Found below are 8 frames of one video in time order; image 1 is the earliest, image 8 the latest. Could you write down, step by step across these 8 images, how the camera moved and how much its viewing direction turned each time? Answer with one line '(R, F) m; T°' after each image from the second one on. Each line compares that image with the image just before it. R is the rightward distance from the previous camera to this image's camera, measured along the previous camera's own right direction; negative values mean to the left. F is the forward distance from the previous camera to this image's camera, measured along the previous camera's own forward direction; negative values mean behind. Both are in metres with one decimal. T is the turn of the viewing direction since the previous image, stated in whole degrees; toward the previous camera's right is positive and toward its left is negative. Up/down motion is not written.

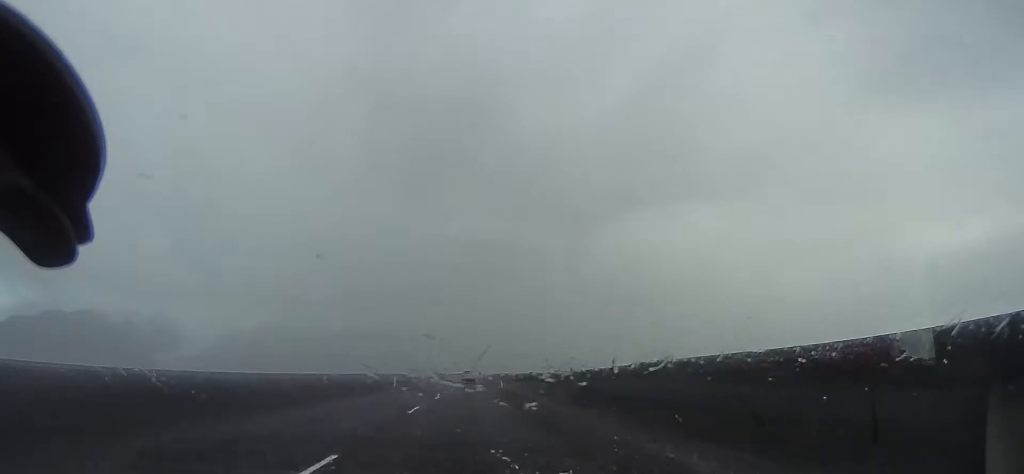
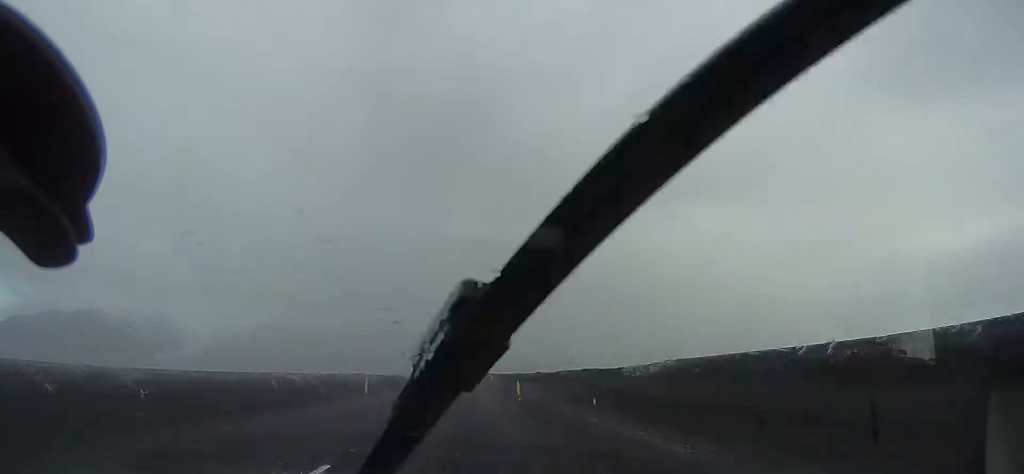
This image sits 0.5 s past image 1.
(-0.1, +12.8) m; 0°
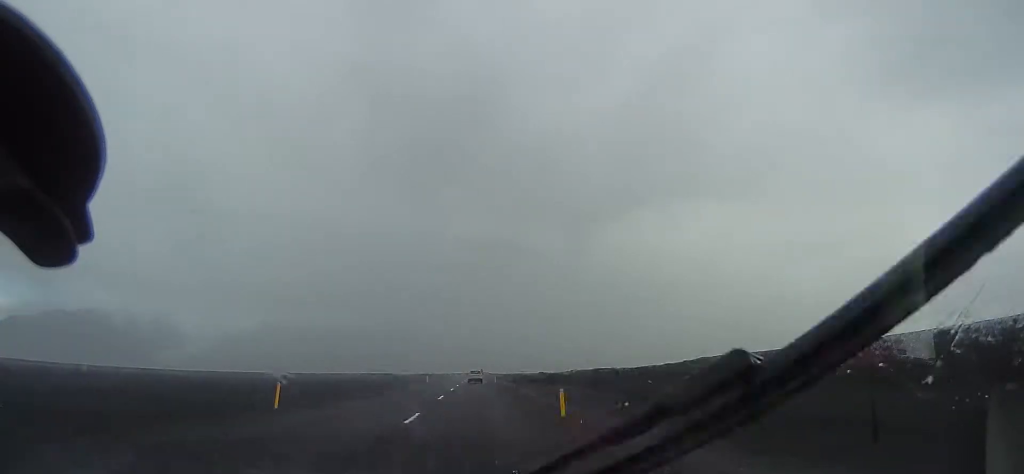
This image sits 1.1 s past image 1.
(-0.9, +14.4) m; 0°
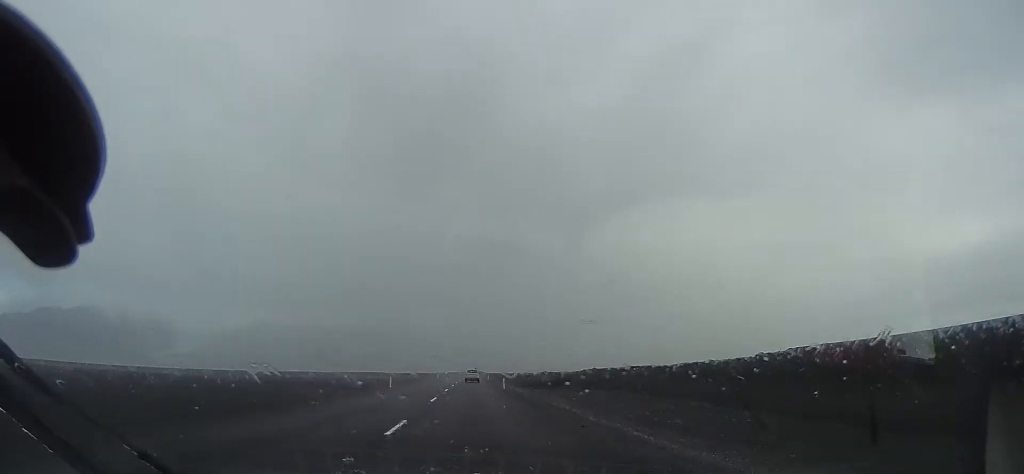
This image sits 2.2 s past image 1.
(+1.4, +26.5) m; 0°
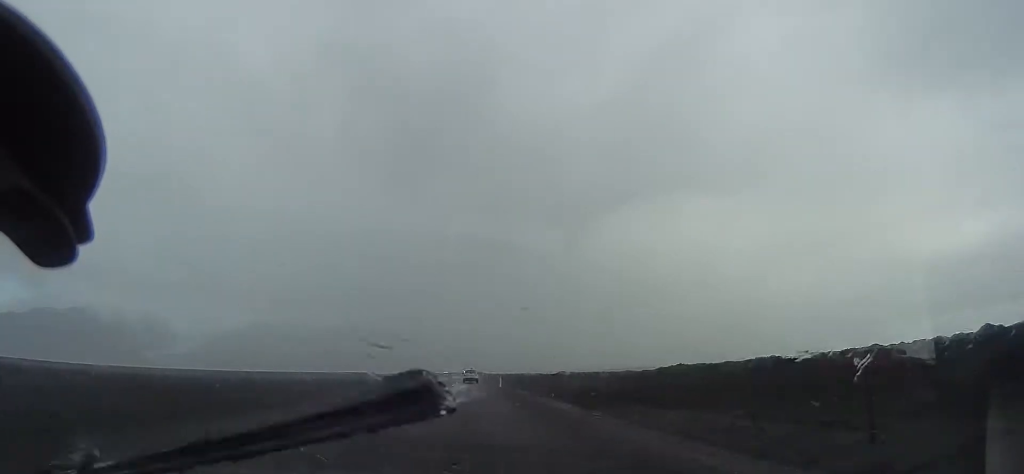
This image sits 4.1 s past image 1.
(-0.1, +45.6) m; +3°
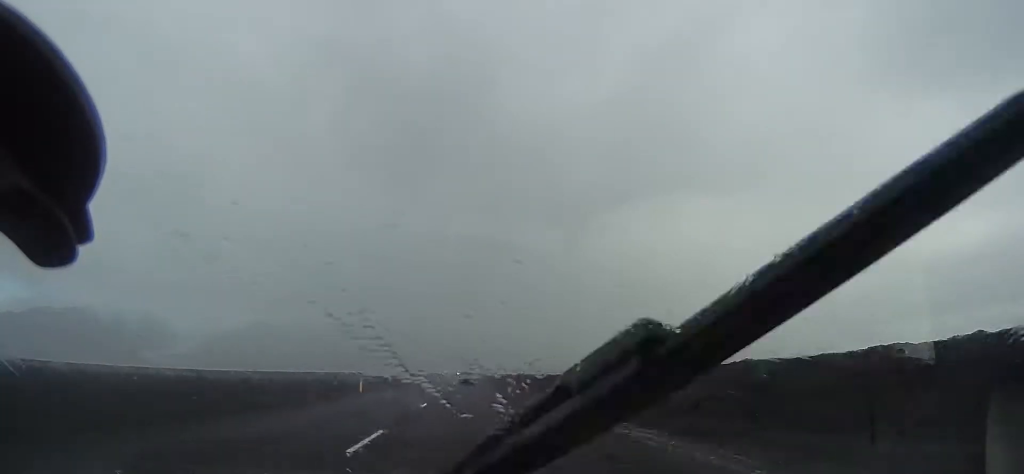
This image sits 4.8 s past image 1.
(+0.1, +16.1) m; -2°
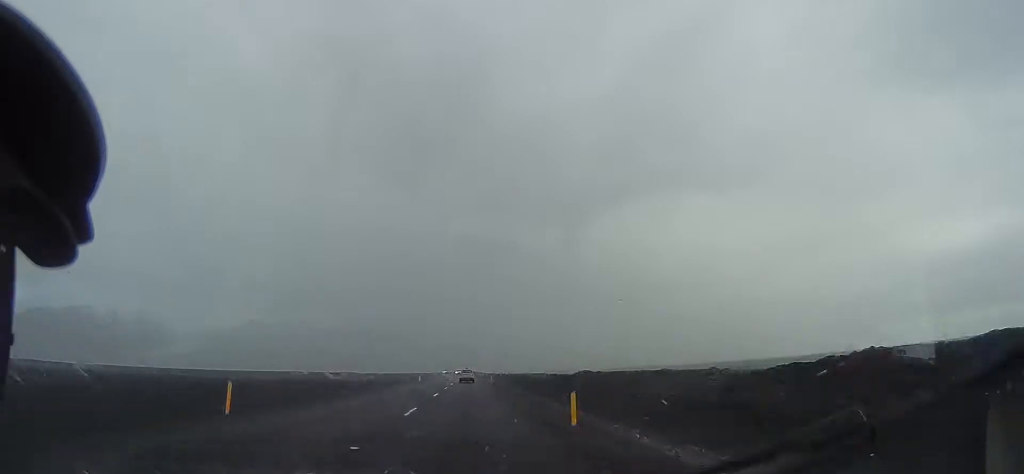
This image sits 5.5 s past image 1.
(-0.2, +16.8) m; -1°
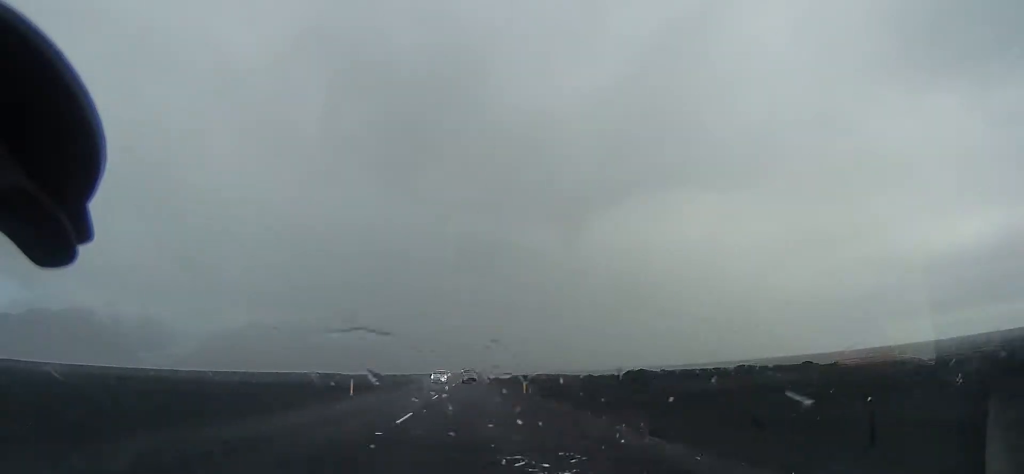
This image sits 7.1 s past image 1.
(+0.2, +37.6) m; +3°
